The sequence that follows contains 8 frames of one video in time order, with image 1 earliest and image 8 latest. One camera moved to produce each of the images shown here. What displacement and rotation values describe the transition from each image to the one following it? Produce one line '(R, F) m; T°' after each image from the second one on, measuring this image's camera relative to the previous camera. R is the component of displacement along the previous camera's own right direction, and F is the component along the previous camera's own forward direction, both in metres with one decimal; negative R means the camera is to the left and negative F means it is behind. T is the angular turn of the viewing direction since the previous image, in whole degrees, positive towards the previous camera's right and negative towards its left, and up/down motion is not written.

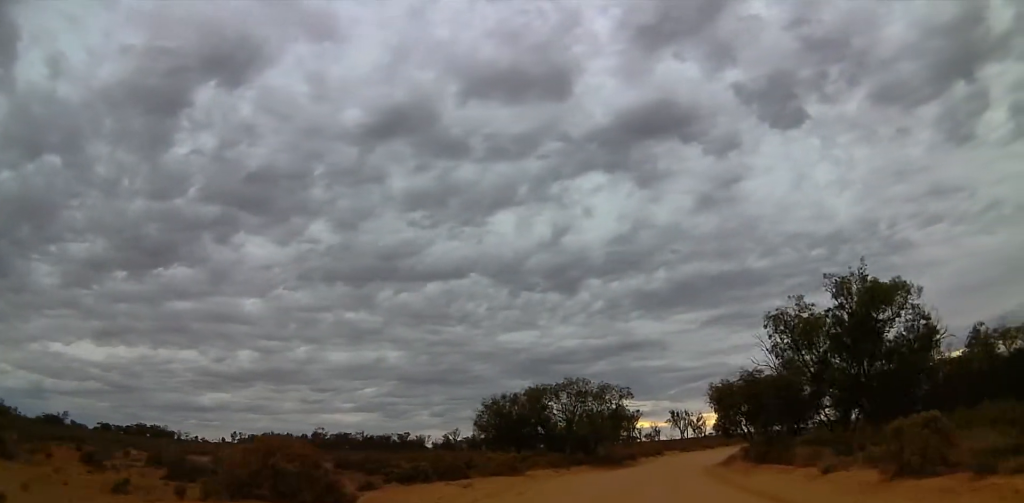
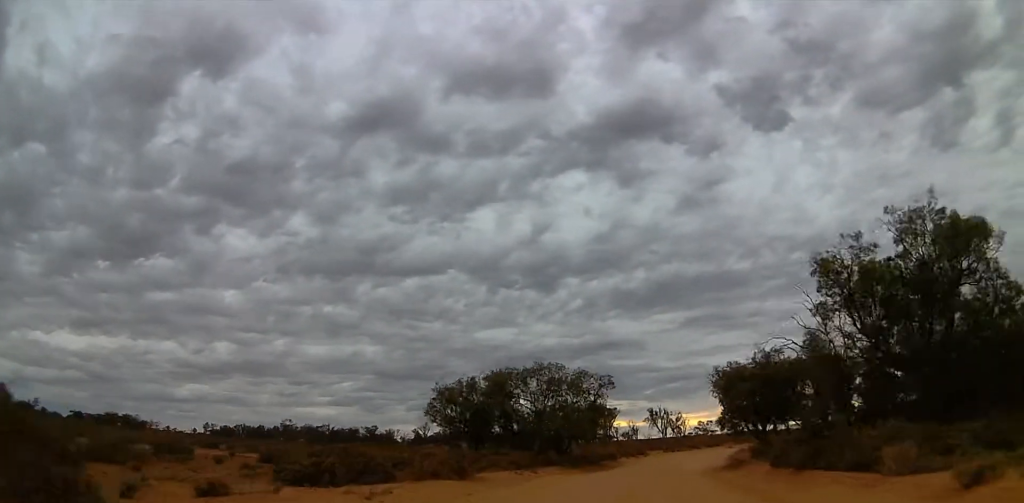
(+0.2, +7.2) m; +2°
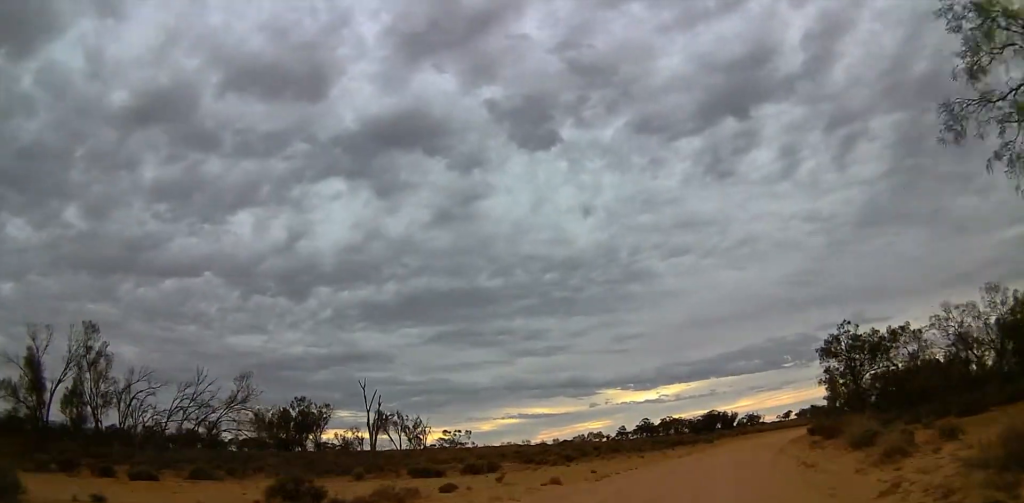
(+9.3, +50.7) m; +21°
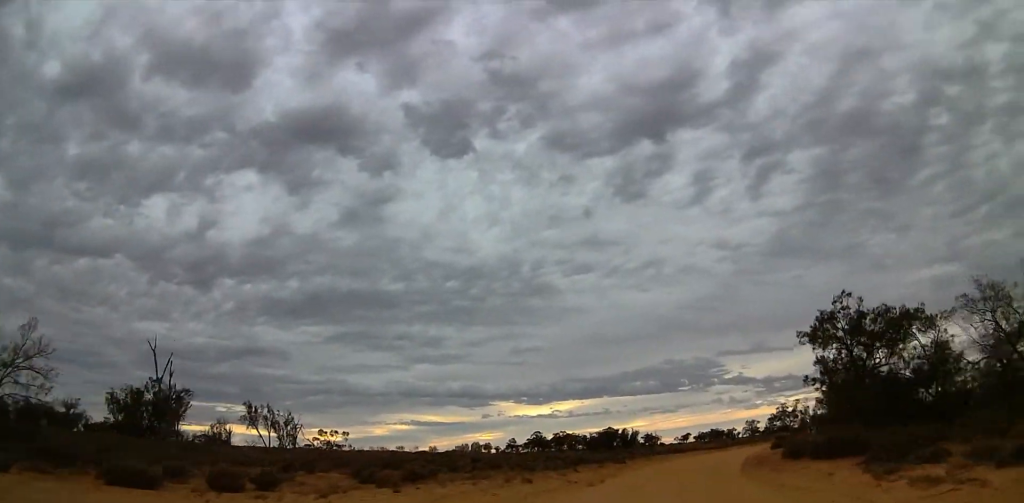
(+0.8, +15.8) m; +7°
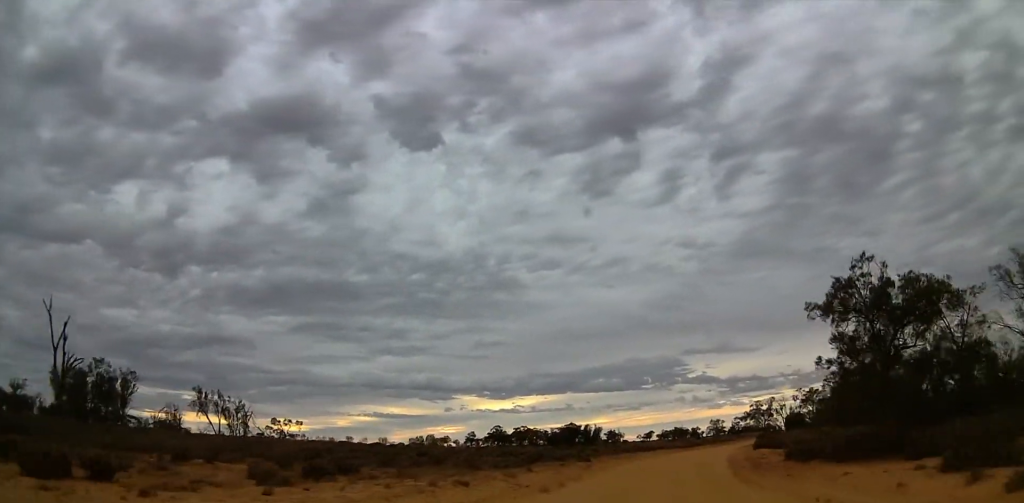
(+0.1, +6.3) m; +4°
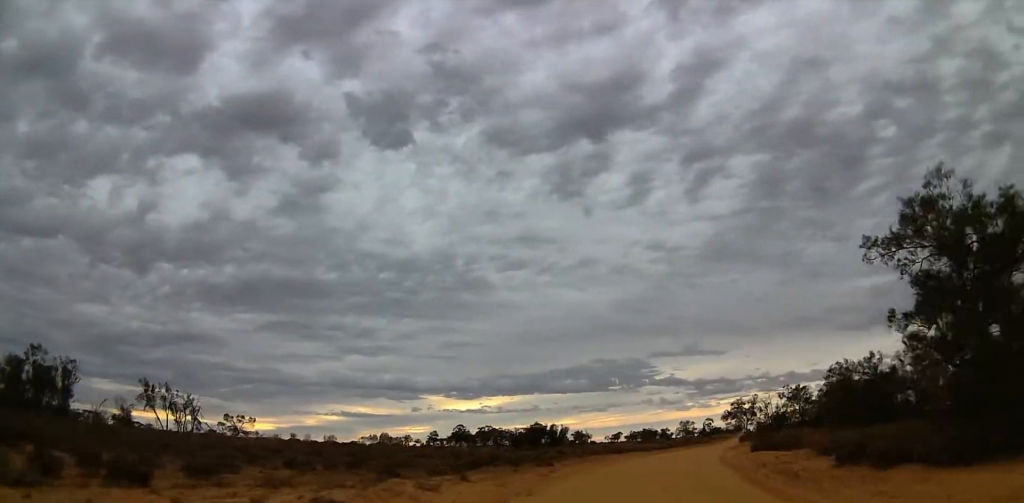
(+0.4, +8.5) m; +8°
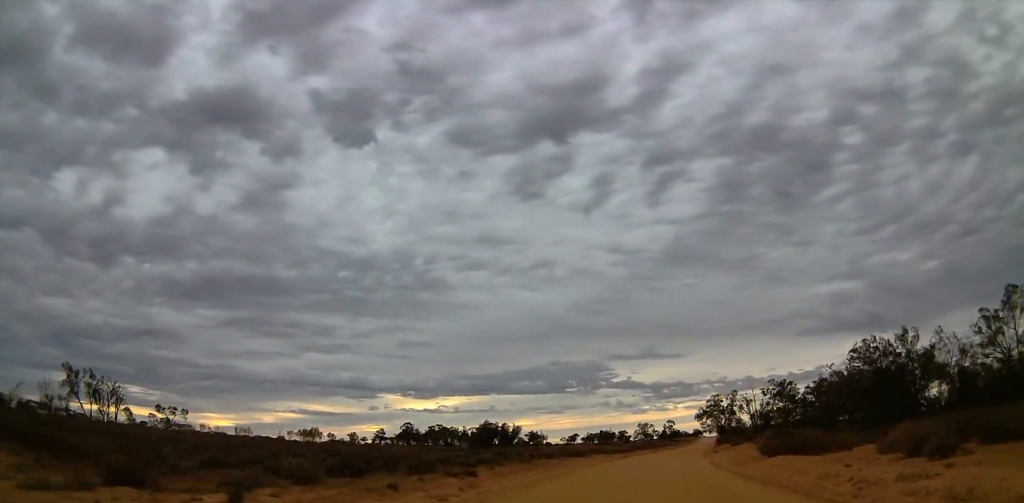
(+1.3, +11.8) m; +2°
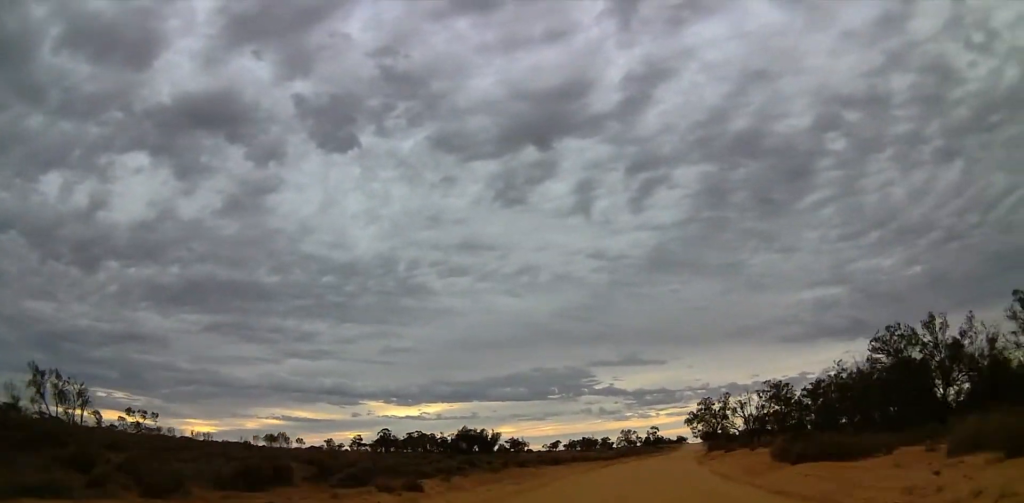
(+0.1, +5.3) m; 0°
